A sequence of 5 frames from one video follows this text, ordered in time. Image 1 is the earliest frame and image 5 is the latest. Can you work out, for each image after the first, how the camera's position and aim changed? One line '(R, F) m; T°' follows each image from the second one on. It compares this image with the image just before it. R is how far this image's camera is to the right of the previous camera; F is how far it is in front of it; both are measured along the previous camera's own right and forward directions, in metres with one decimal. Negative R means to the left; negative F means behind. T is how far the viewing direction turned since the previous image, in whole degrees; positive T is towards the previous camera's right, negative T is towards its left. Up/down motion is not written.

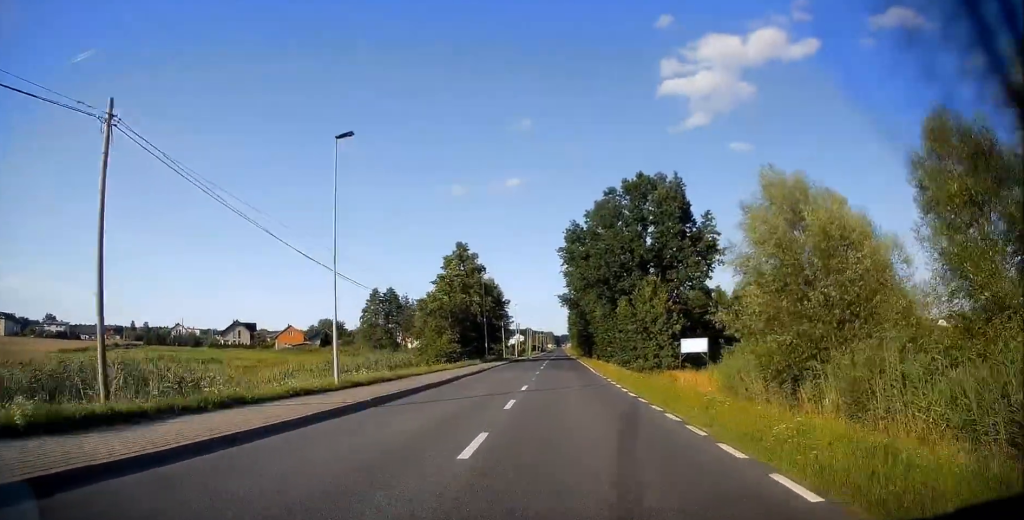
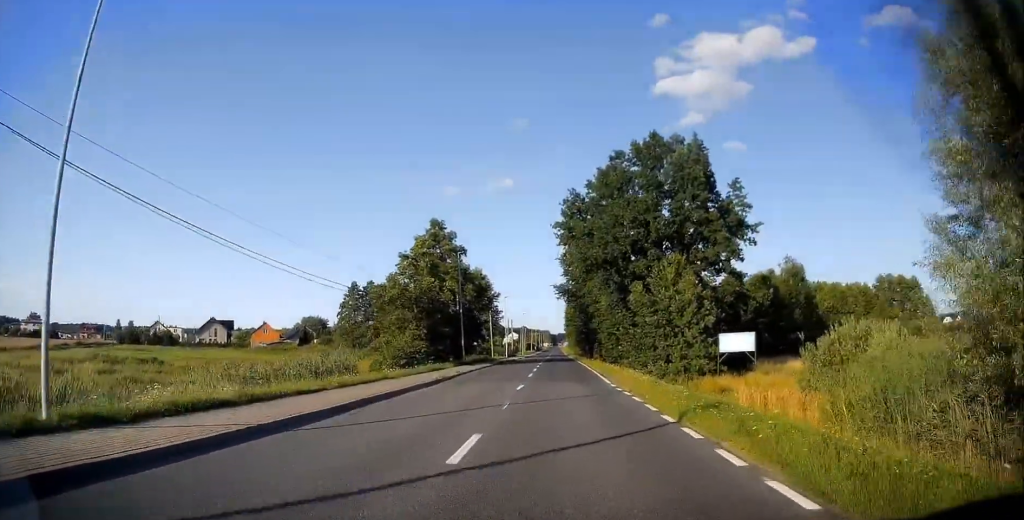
(+0.1, +12.2) m; +1°
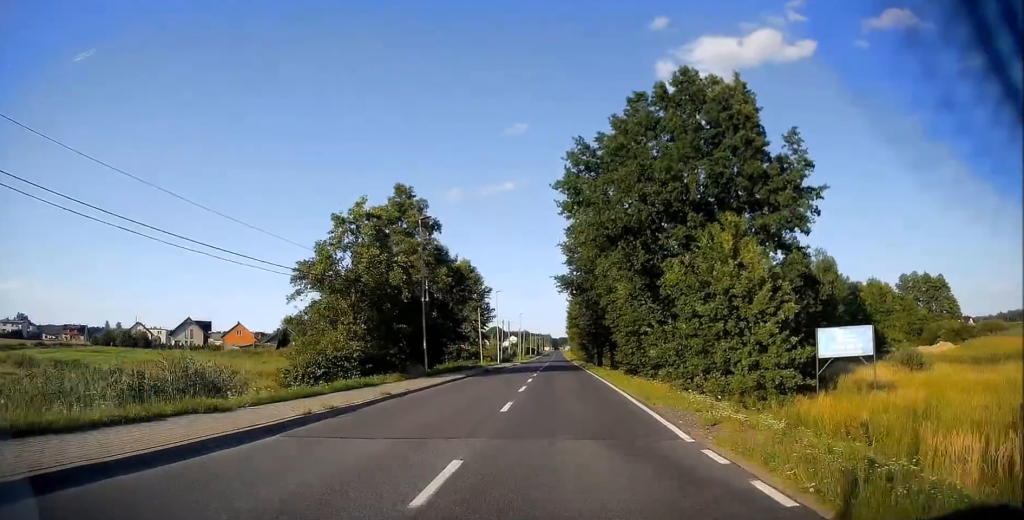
(+0.1, +13.4) m; -1°
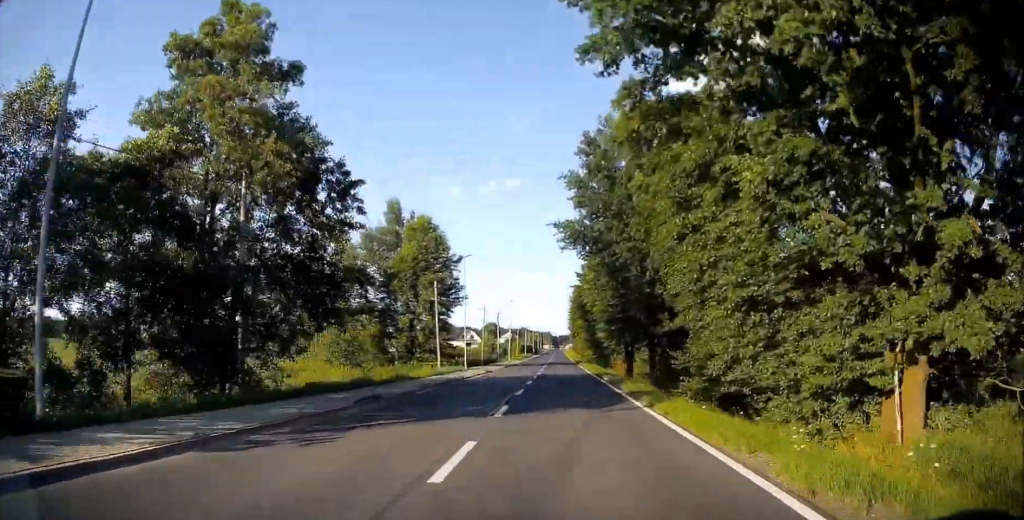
(-0.1, +25.3) m; +3°
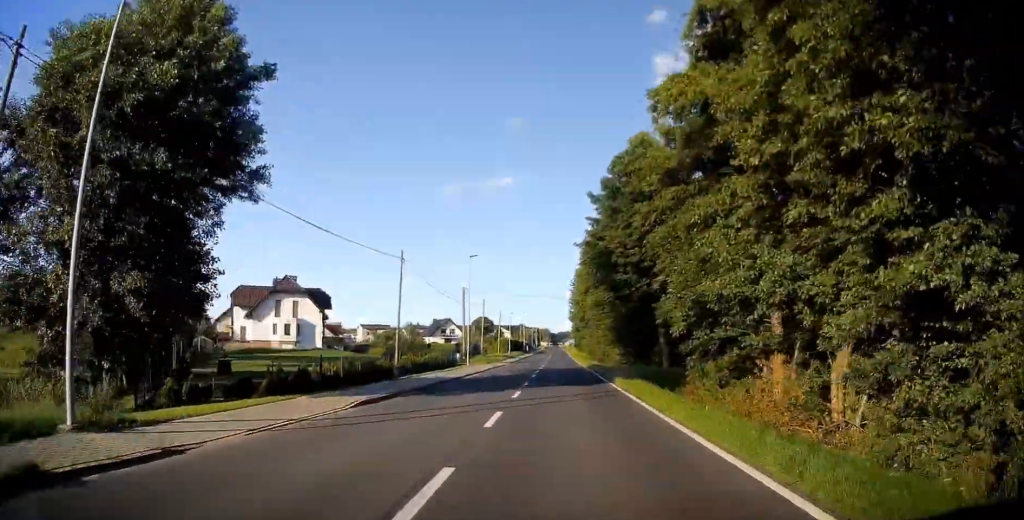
(-2.1, +37.9) m; -2°
